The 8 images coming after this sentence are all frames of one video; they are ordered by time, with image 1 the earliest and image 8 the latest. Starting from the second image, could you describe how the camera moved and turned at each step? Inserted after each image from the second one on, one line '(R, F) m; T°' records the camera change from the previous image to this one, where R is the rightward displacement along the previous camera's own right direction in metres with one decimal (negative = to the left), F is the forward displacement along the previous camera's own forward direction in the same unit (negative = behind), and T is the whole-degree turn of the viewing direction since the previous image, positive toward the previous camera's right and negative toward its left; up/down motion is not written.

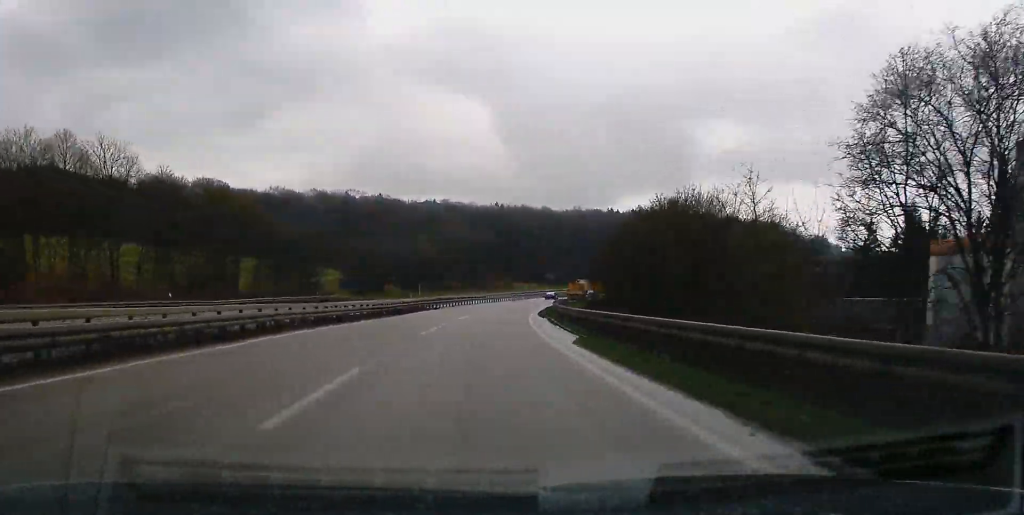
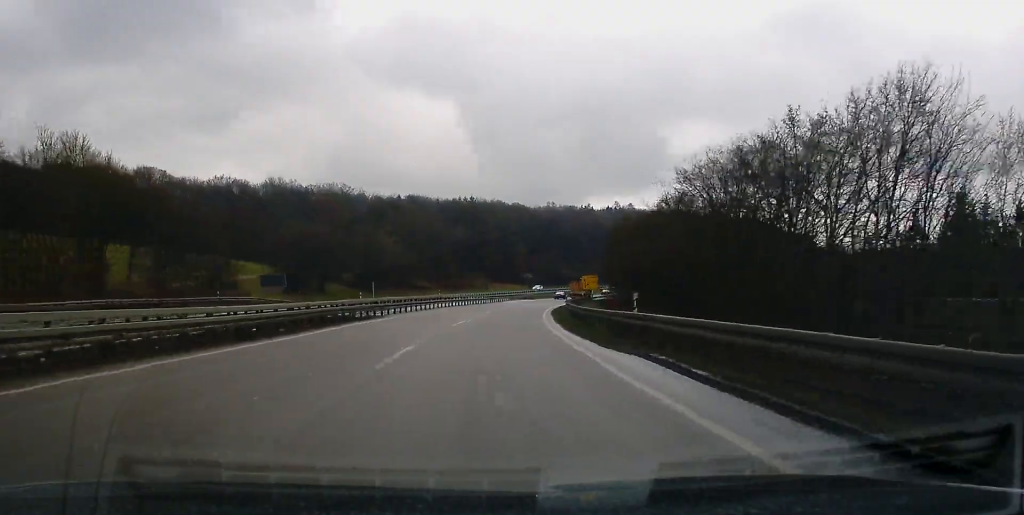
(+0.4, +30.1) m; +2°
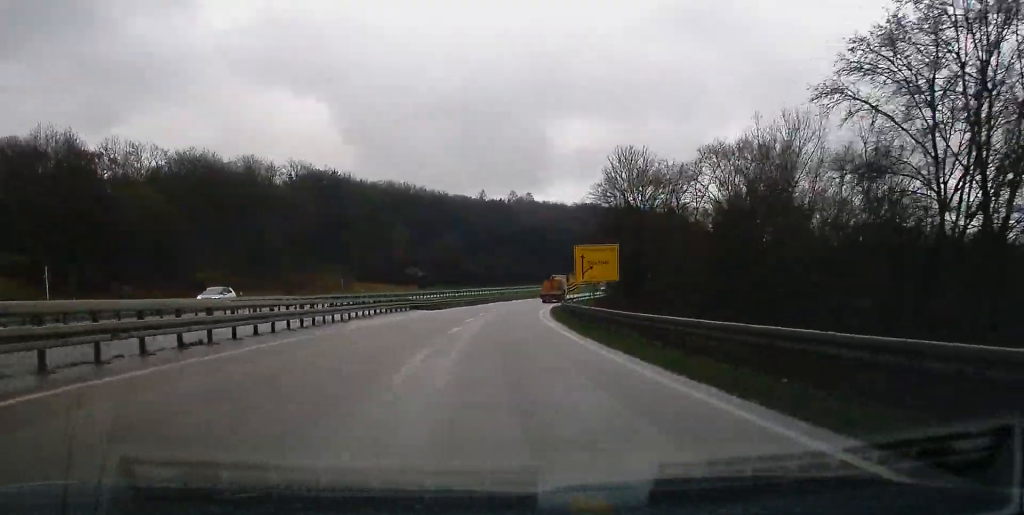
(+3.7, +76.9) m; +6°
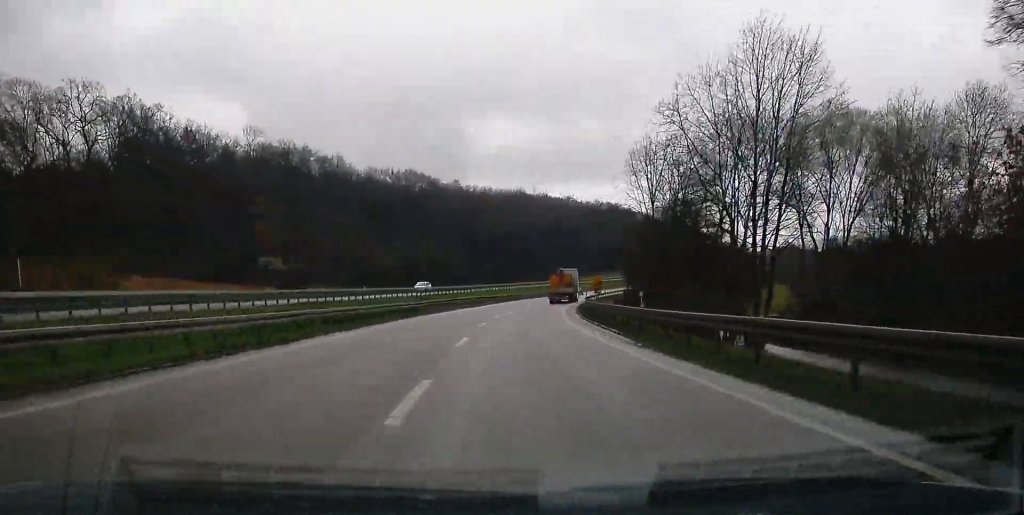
(+4.3, +68.1) m; +7°
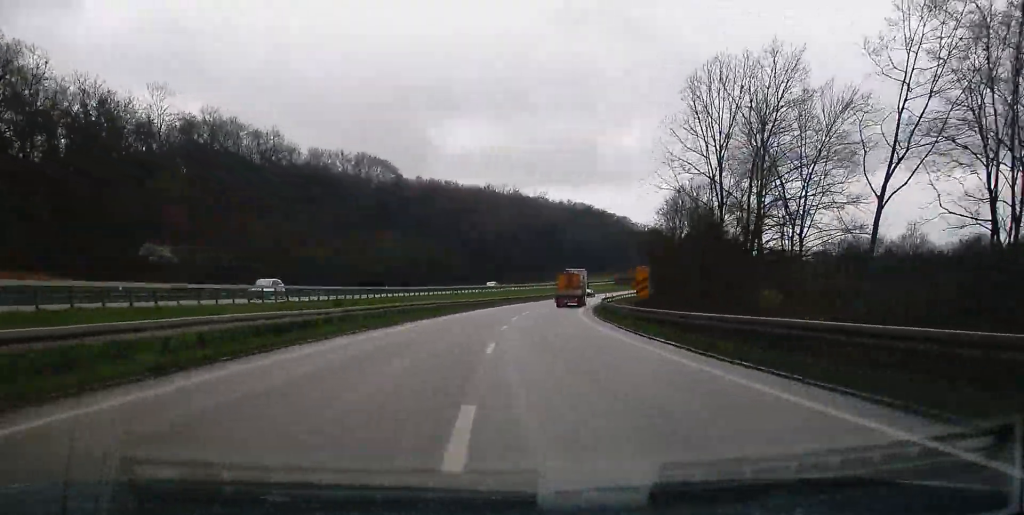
(+0.8, +27.3) m; +3°
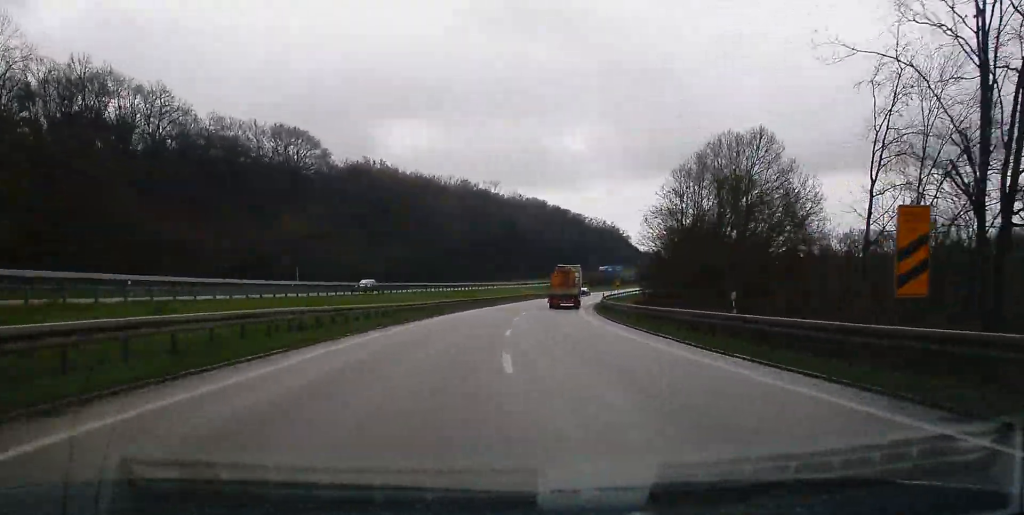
(+0.3, +29.5) m; +3°
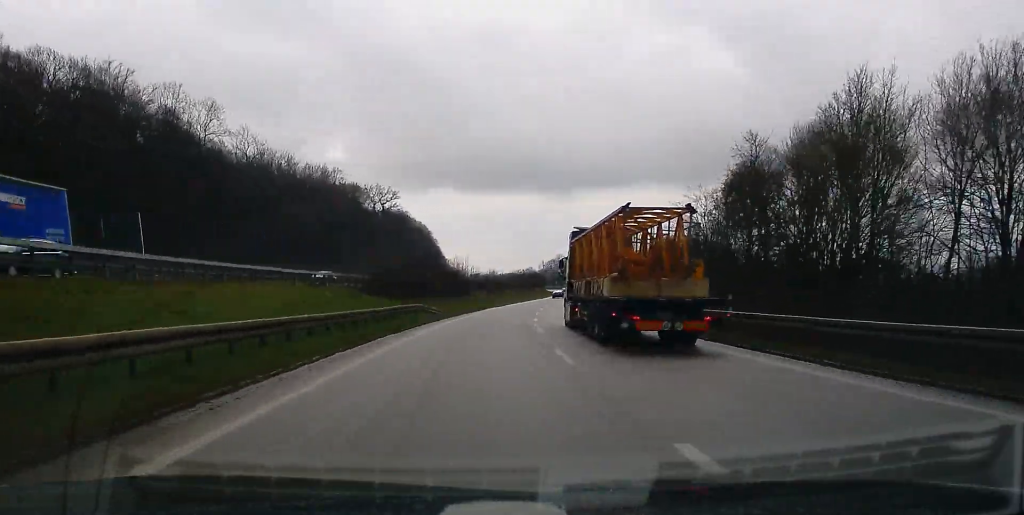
(+17.2, +134.4) m; +15°
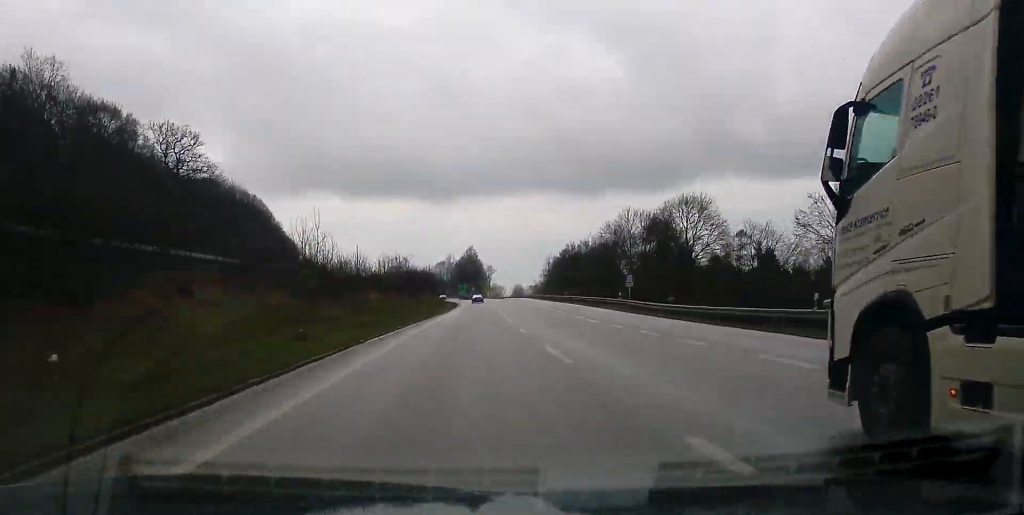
(+5.2, +74.4) m; +5°
